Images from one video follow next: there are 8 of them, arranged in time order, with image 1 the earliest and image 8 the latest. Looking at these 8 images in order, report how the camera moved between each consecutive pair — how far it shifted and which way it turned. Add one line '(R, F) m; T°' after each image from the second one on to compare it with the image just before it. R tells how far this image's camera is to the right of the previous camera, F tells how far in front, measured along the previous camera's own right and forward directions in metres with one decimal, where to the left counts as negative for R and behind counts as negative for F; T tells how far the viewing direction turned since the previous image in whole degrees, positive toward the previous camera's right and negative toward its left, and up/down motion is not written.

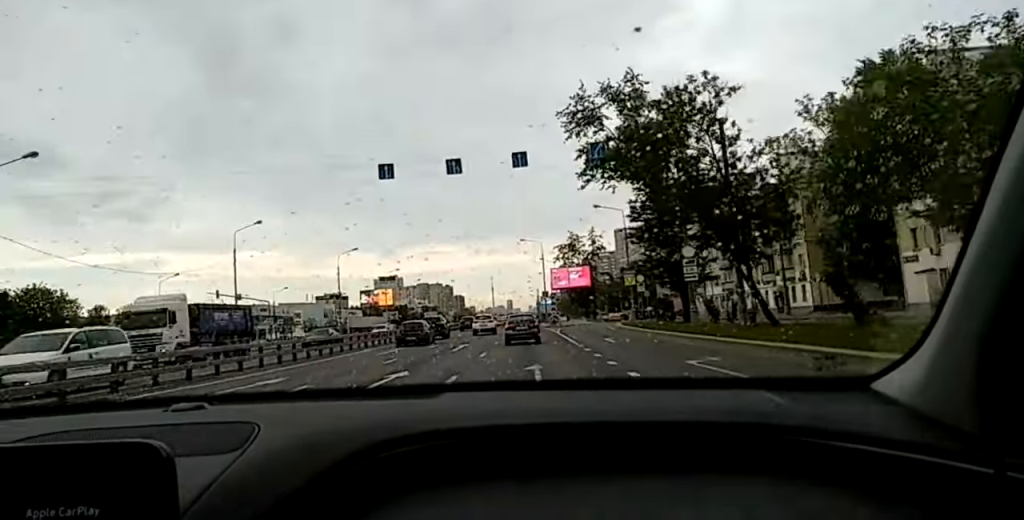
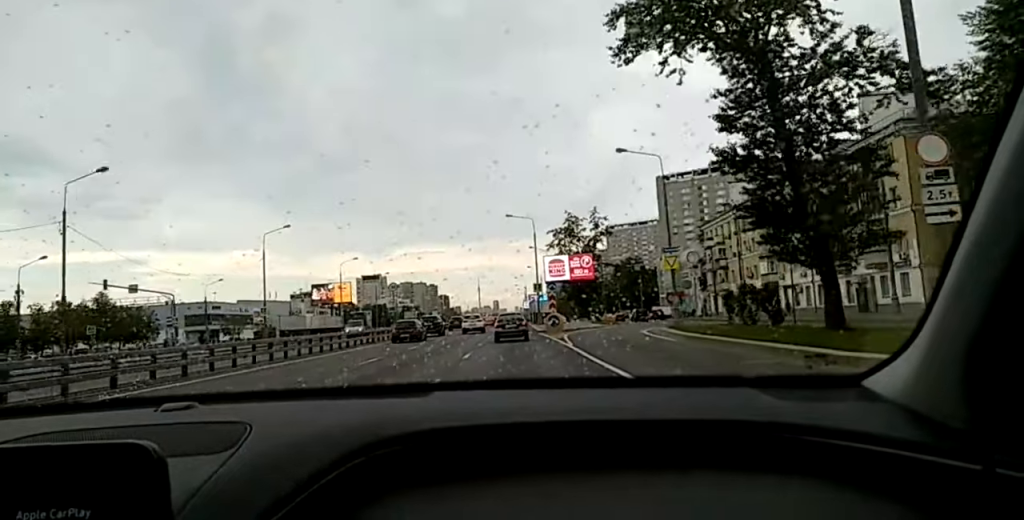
(+0.3, +25.2) m; +1°
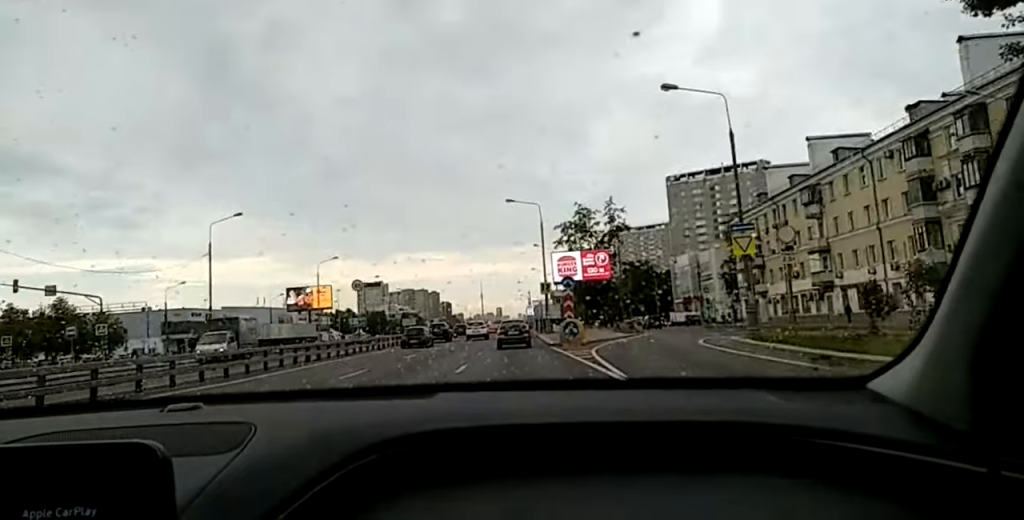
(0.0, +14.7) m; +1°
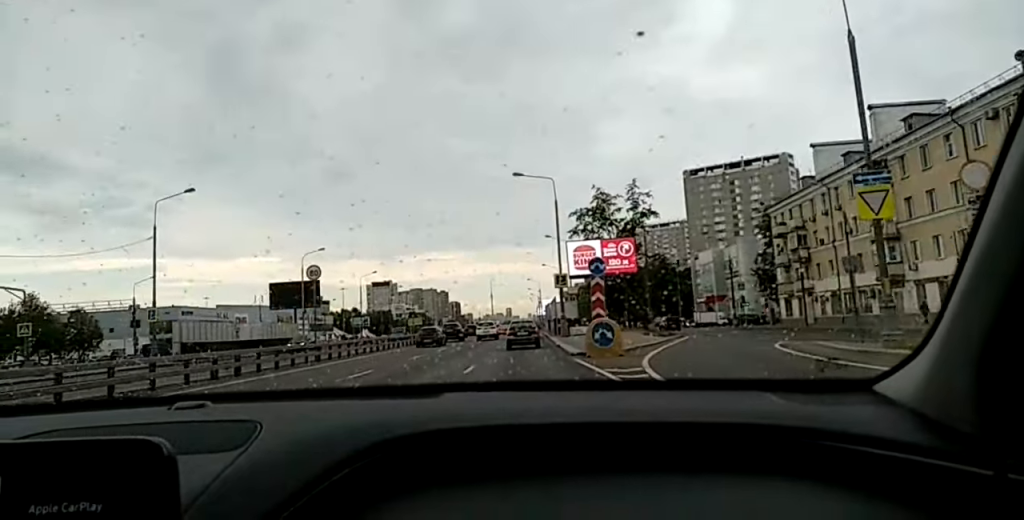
(+0.3, +11.5) m; -1°
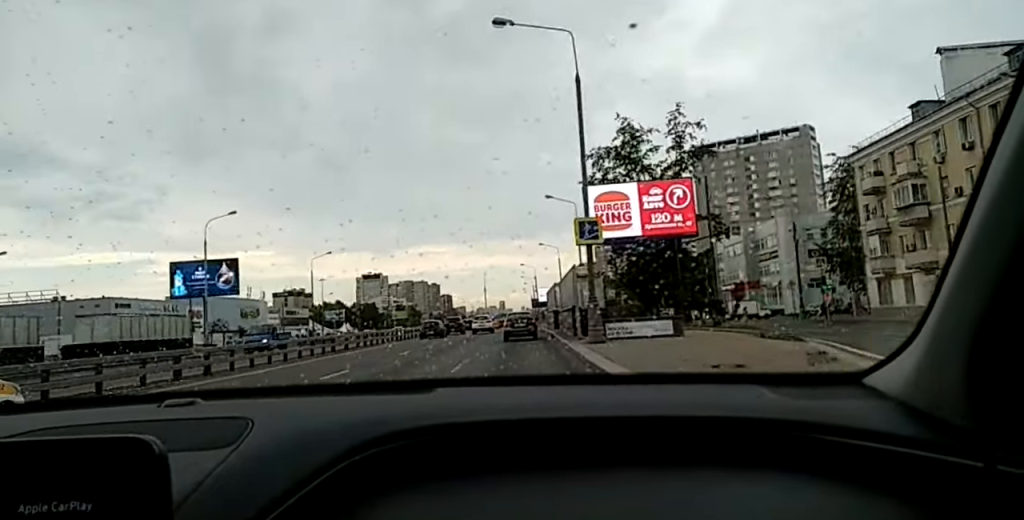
(-1.1, +25.4) m; -3°
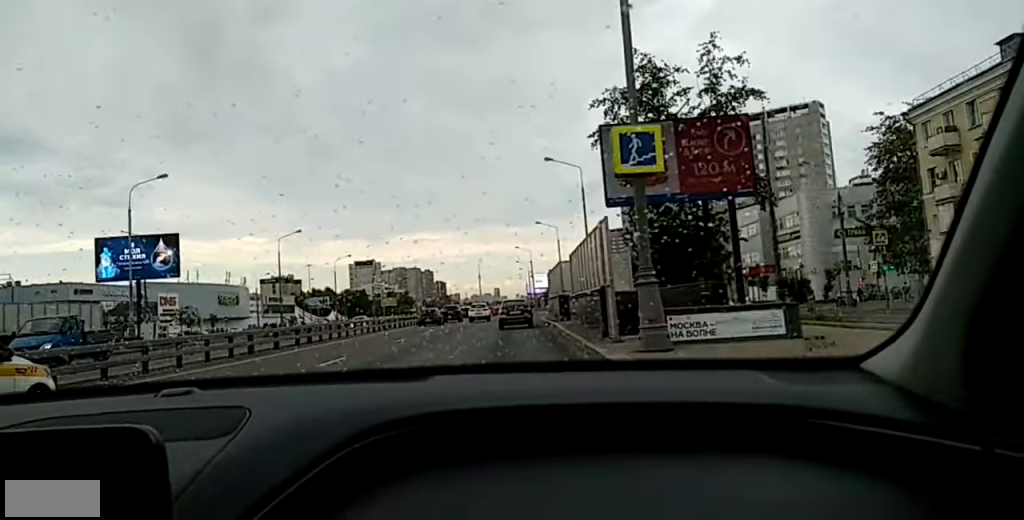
(0.0, +11.3) m; 0°
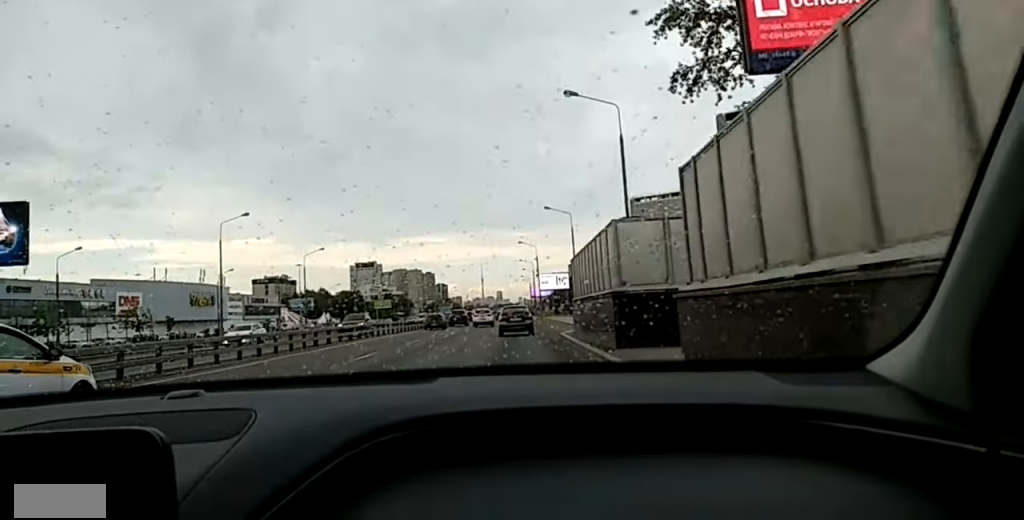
(-0.2, +18.7) m; -2°
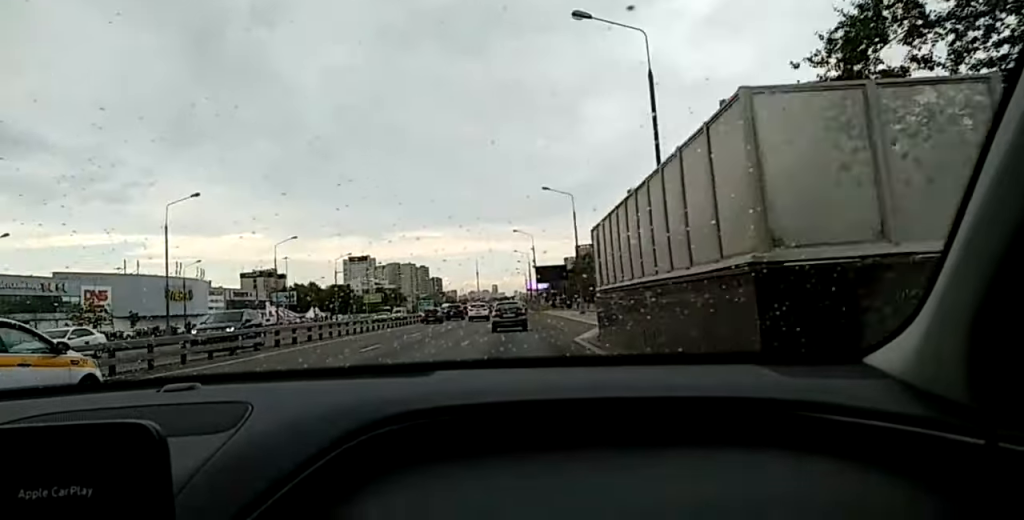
(-0.3, +10.1) m; 0°
